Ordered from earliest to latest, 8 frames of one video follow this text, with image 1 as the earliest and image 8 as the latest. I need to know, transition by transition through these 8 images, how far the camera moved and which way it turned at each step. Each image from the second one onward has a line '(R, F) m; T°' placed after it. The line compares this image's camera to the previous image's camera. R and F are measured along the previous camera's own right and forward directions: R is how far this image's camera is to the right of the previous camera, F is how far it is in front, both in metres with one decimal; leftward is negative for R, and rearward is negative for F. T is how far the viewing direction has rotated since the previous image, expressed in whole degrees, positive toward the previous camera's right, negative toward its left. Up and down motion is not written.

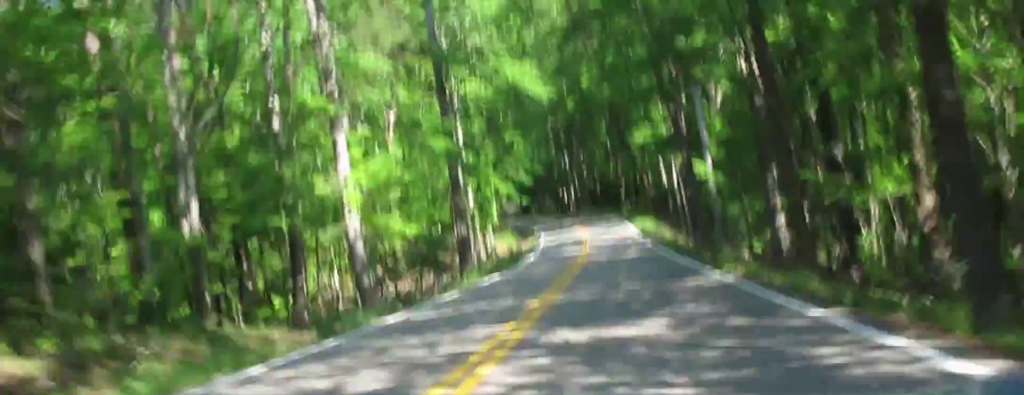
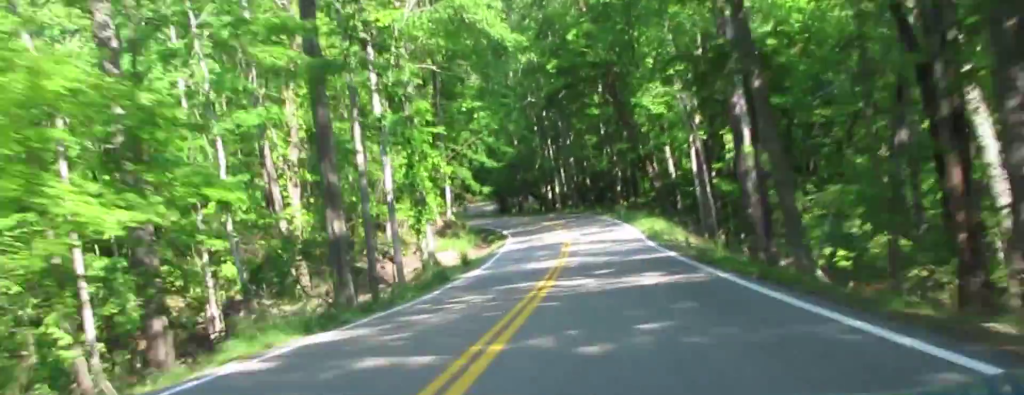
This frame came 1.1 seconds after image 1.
(+1.7, +19.4) m; +7°
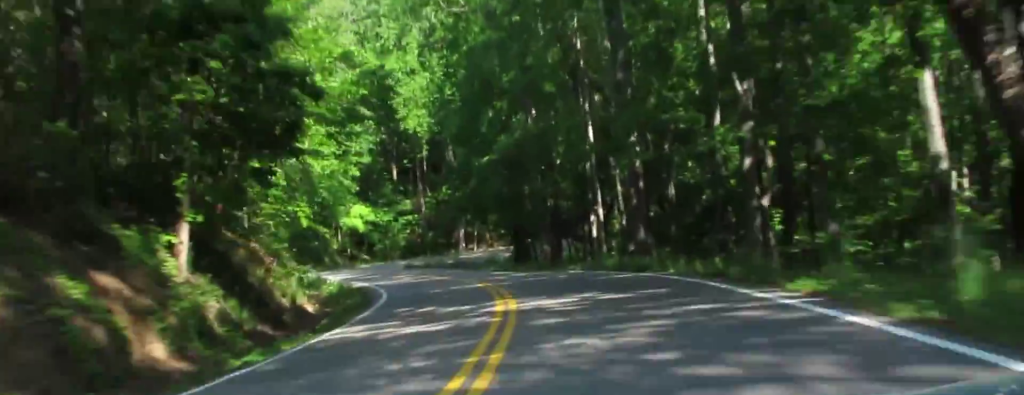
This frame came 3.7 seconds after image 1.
(+2.4, +42.9) m; +4°
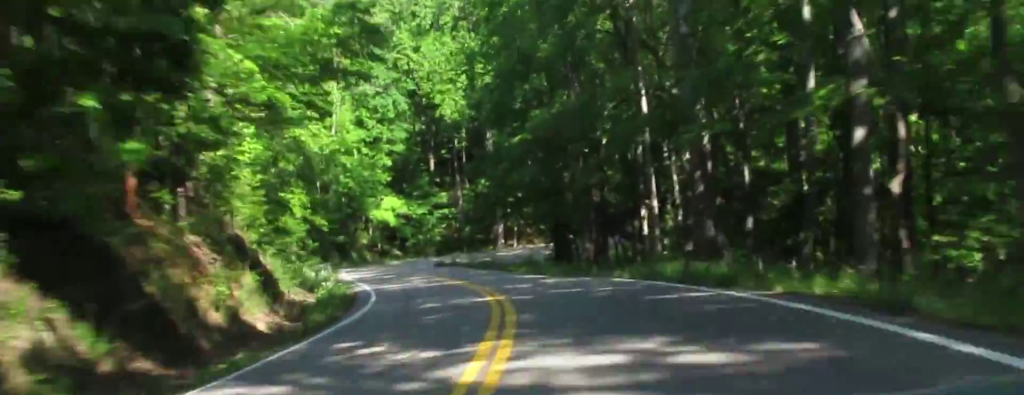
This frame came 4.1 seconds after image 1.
(0.0, +7.8) m; 0°
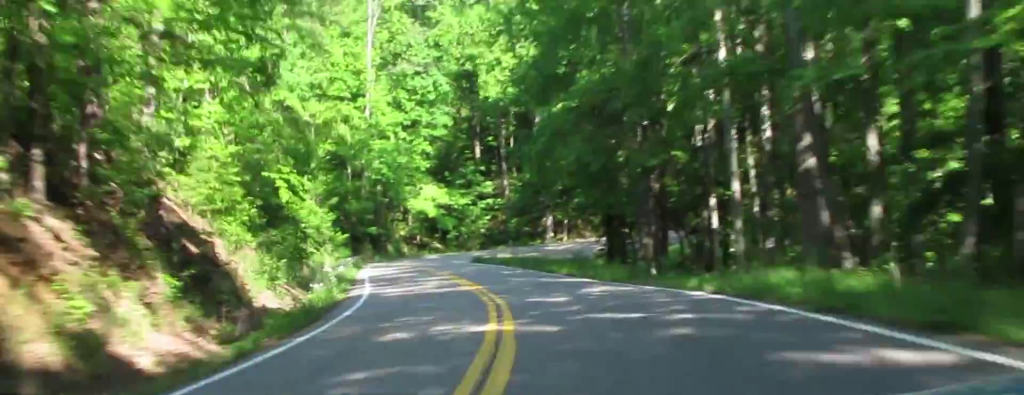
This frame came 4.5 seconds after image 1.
(+0.1, +8.3) m; 0°
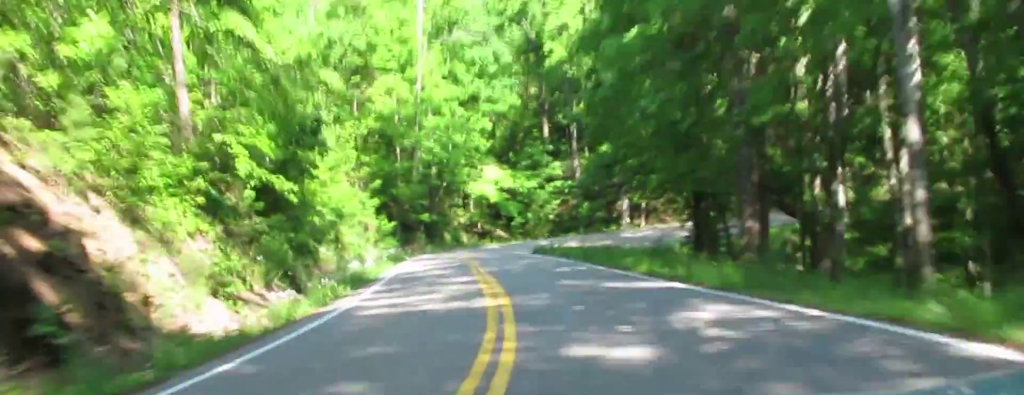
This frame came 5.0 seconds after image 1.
(+0.1, +10.6) m; 0°
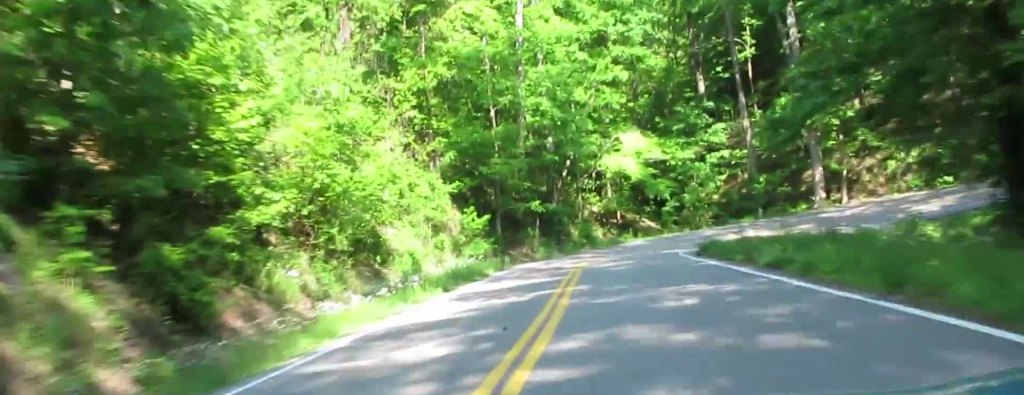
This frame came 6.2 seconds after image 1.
(-0.8, +29.8) m; -4°
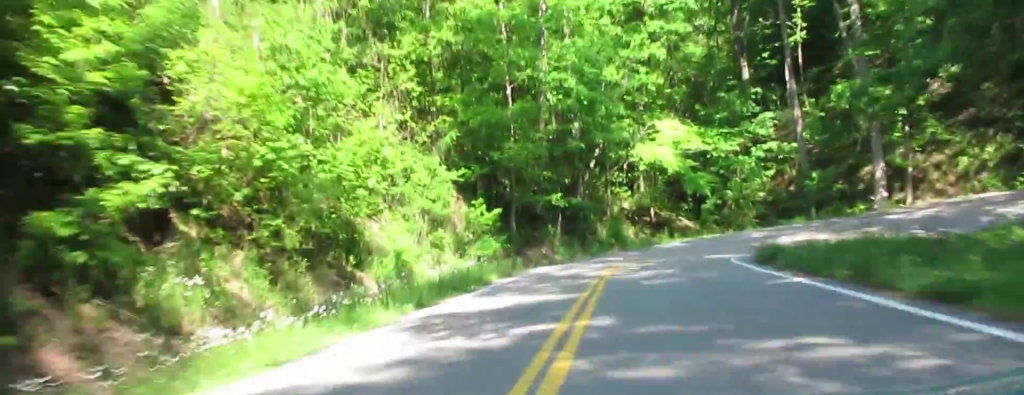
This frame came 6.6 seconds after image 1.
(-0.3, +11.1) m; -2°
